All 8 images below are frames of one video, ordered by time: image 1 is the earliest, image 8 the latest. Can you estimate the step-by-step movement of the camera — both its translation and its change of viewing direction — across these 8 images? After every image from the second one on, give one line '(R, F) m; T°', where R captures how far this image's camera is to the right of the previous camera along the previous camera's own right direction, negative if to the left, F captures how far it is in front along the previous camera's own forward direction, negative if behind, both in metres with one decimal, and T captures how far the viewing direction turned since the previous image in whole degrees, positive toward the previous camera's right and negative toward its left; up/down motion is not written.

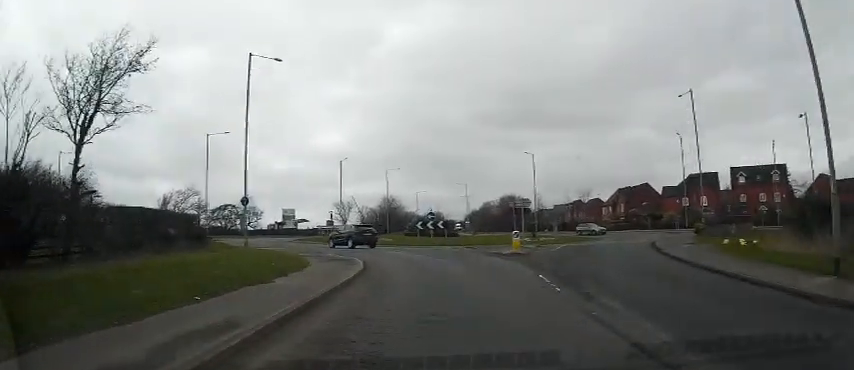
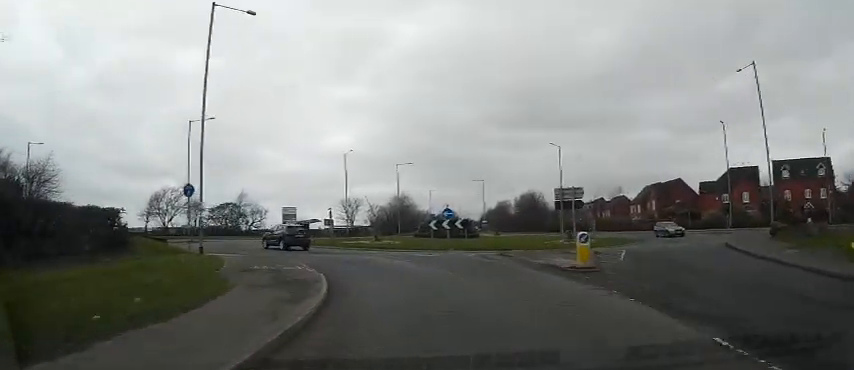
(0.0, +8.4) m; -1°
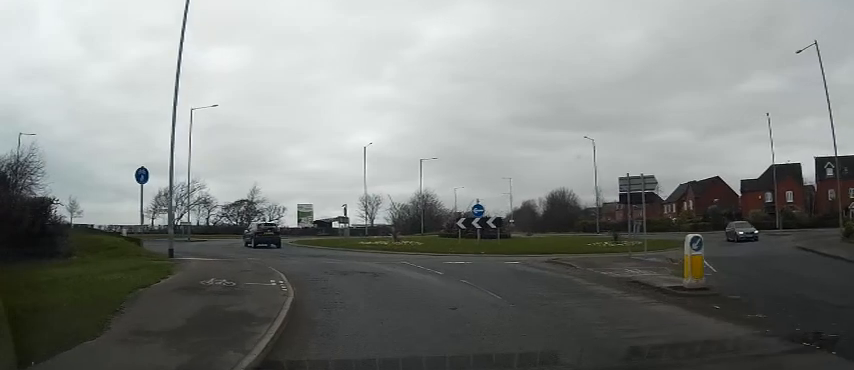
(+0.1, +5.1) m; -5°
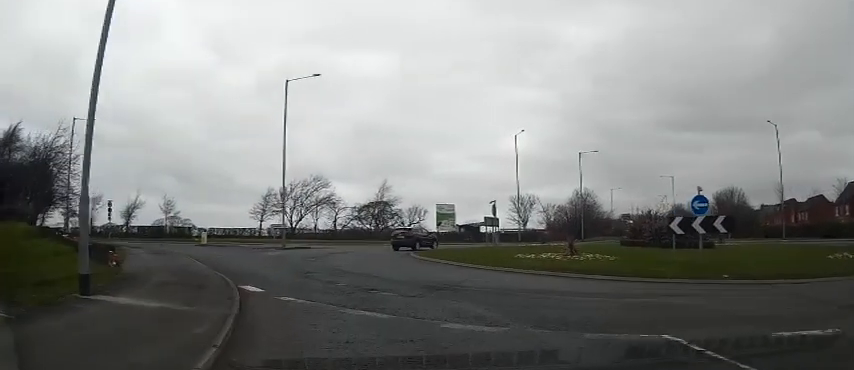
(-1.6, +11.9) m; -13°
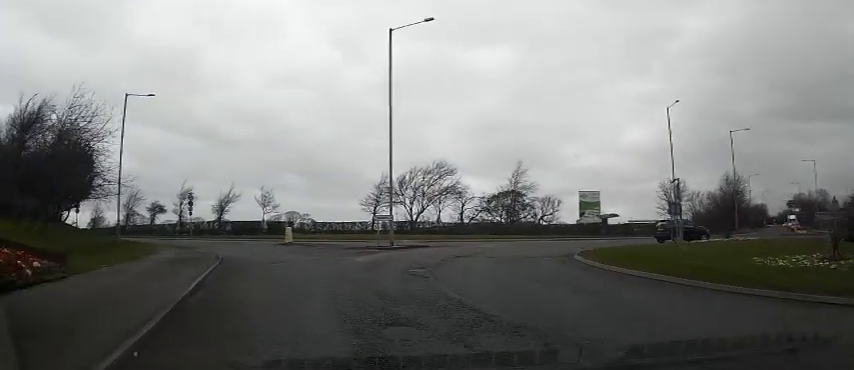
(-0.8, +8.7) m; -12°
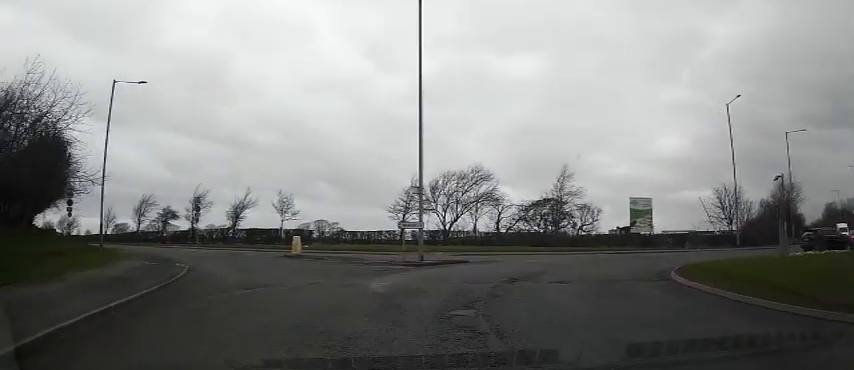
(-0.4, +5.5) m; -2°
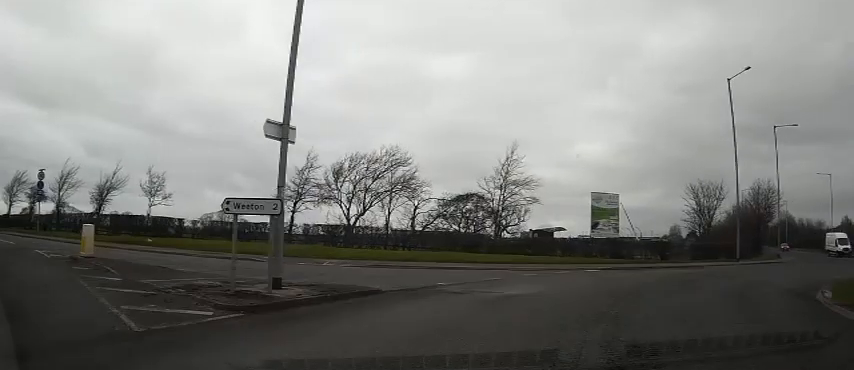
(+0.5, +11.3) m; +9°
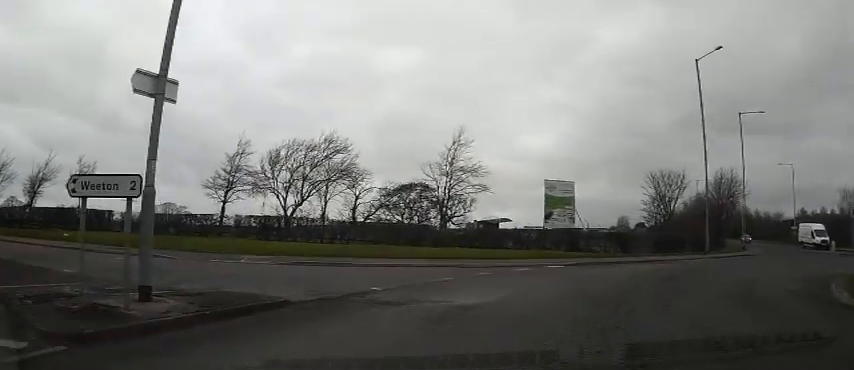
(0.0, +3.0) m; +5°
